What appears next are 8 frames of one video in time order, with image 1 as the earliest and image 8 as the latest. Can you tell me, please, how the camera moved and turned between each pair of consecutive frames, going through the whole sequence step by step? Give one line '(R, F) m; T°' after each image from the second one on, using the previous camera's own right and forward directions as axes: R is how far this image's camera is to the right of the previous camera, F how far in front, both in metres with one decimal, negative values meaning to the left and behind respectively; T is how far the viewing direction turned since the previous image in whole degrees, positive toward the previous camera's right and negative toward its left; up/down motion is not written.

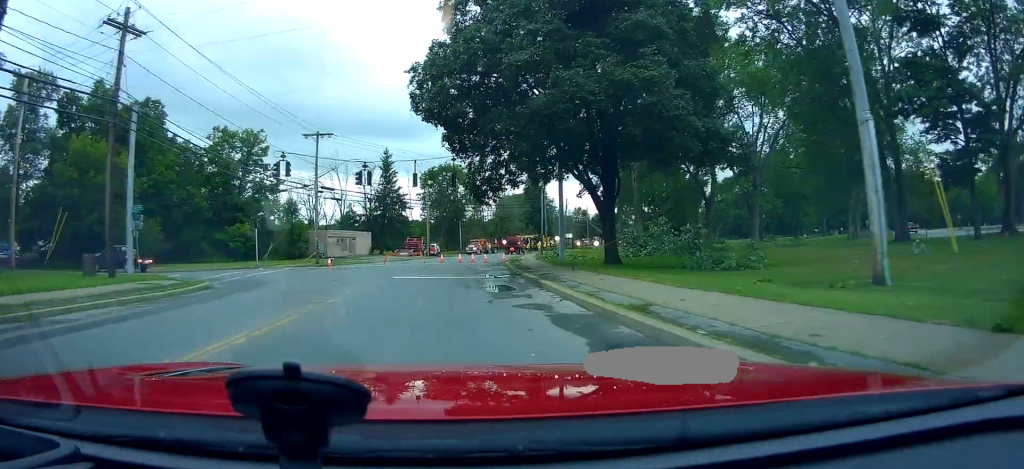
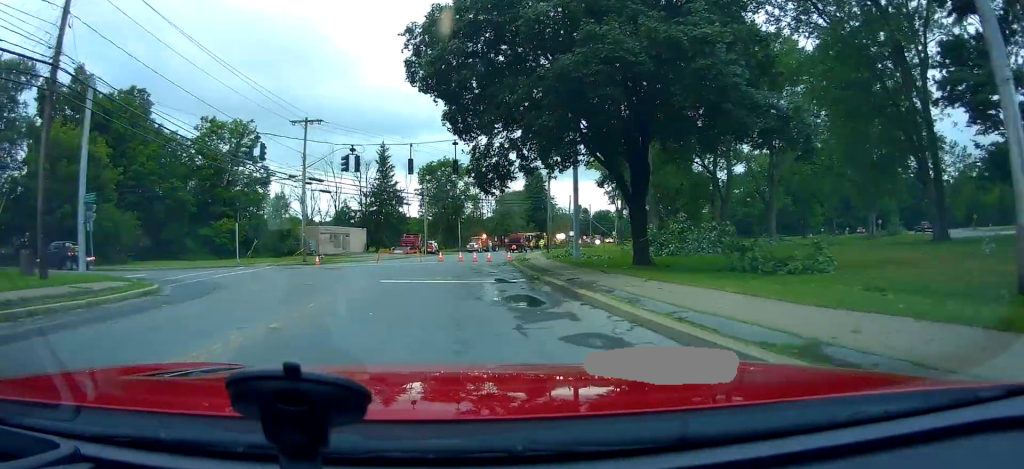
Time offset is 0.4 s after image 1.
(0.0, +4.3) m; 0°
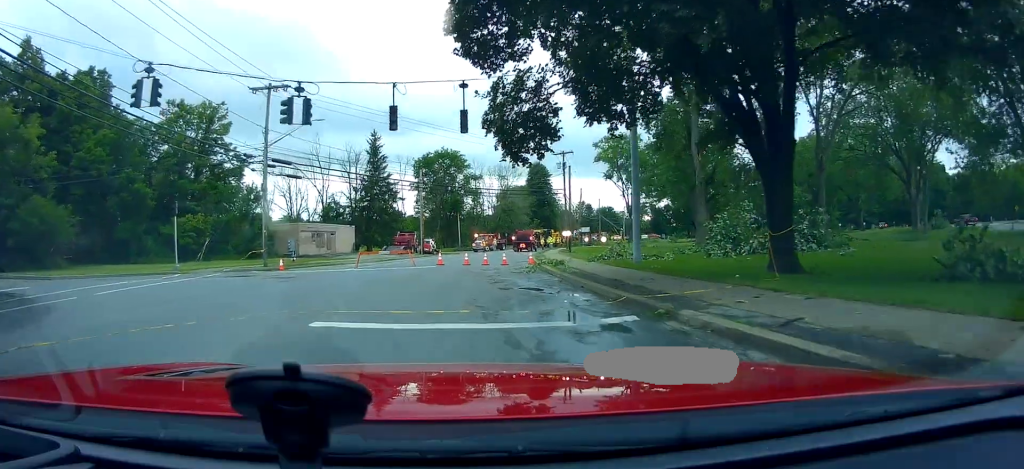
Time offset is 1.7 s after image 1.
(0.0, +10.5) m; 0°
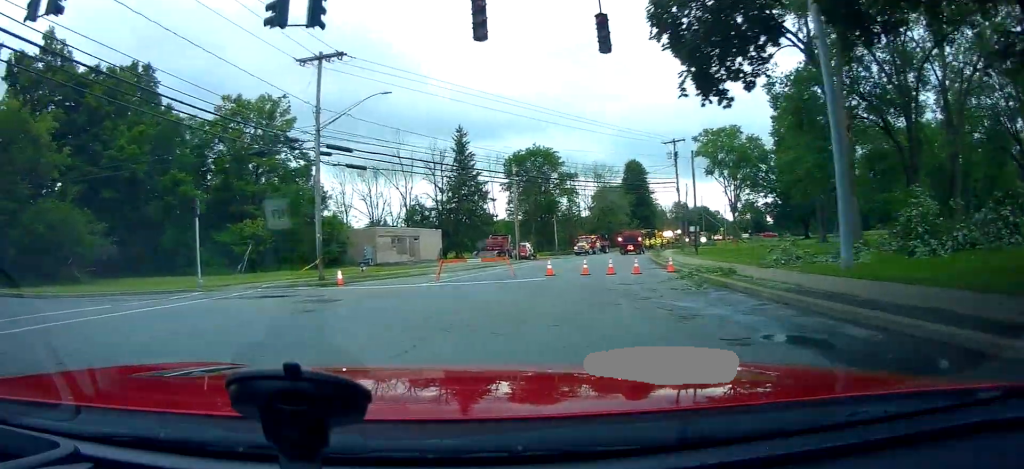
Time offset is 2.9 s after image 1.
(0.0, +8.8) m; -7°
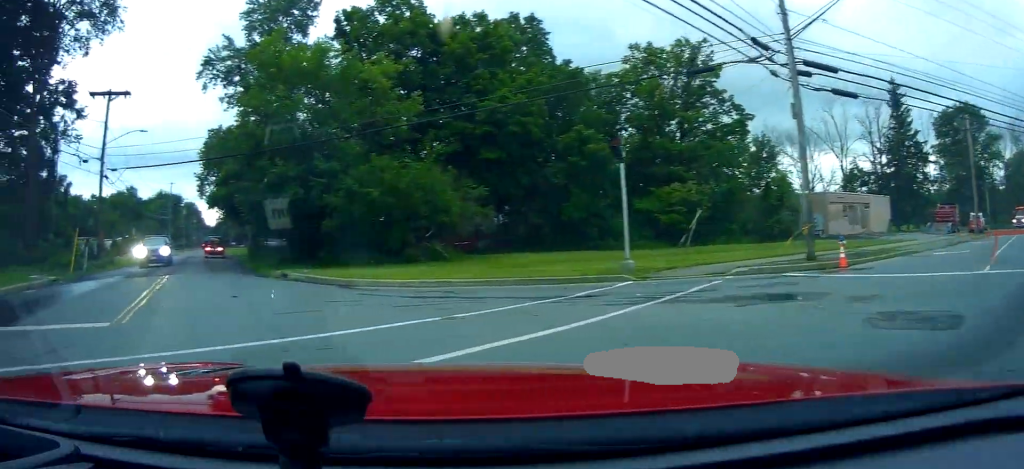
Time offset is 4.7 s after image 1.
(-3.0, +9.7) m; -42°
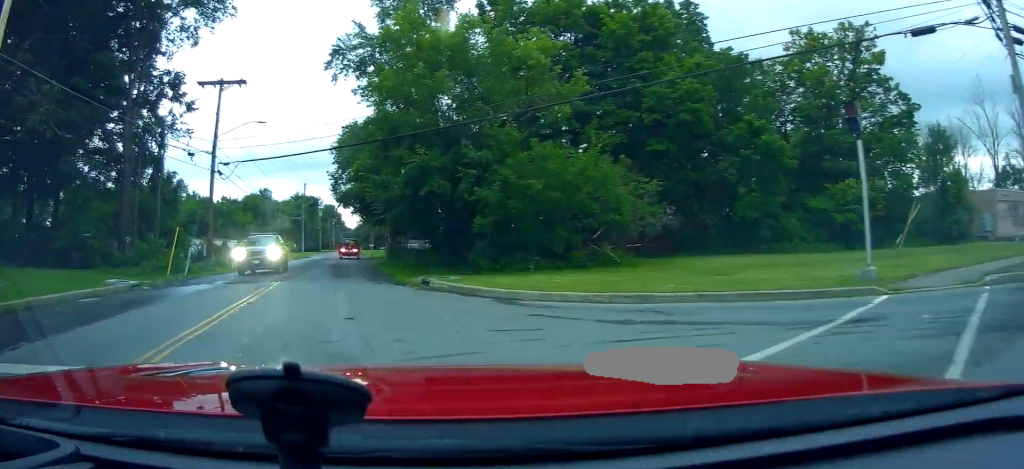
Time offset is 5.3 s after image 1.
(-0.6, +4.1) m; -16°
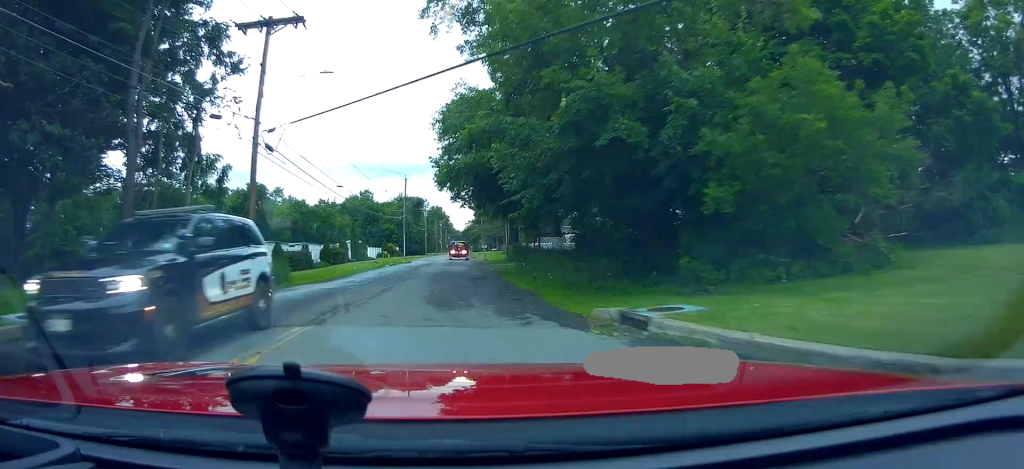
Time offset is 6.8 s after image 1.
(-1.8, +10.7) m; -12°
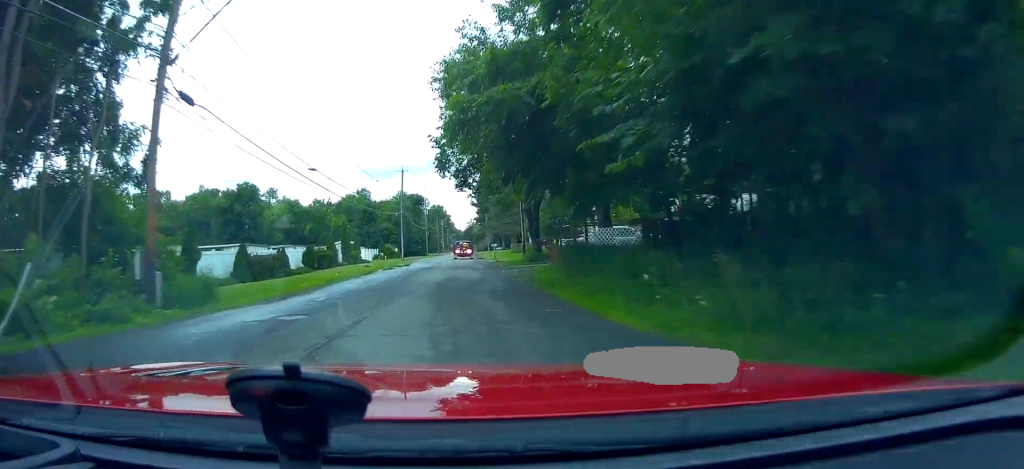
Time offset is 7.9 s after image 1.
(-0.3, +8.4) m; -3°
